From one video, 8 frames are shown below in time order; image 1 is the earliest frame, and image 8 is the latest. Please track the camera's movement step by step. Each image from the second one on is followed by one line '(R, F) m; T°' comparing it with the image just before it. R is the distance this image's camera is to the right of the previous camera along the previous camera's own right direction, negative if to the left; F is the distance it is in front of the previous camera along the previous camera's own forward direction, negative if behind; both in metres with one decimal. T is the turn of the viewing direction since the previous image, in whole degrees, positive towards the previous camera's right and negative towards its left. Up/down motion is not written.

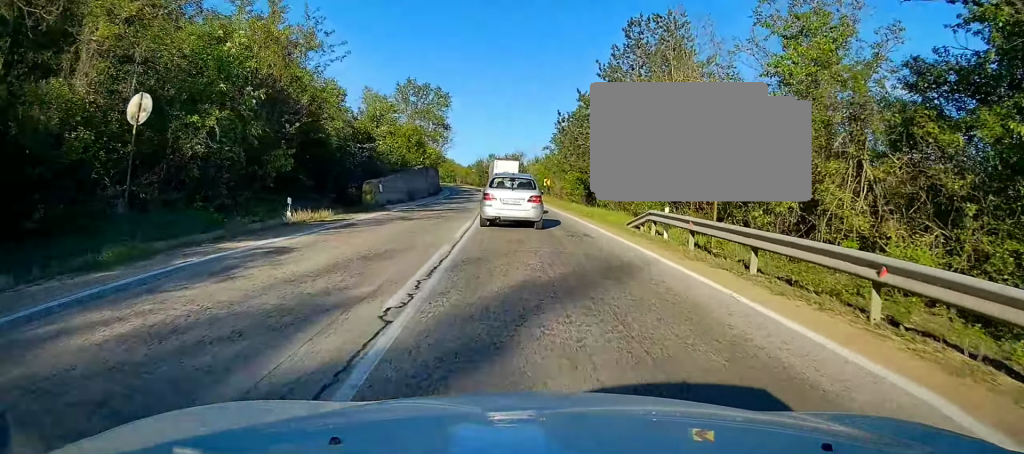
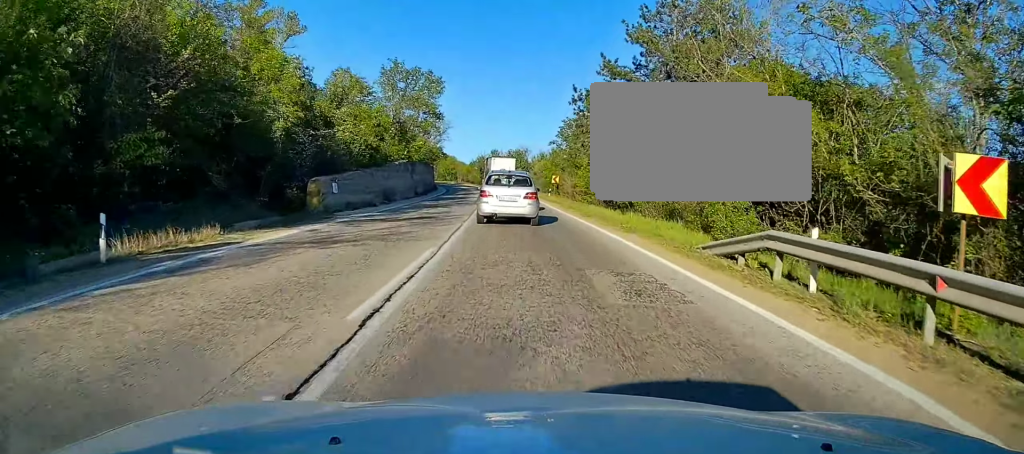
(0.0, +9.0) m; 0°
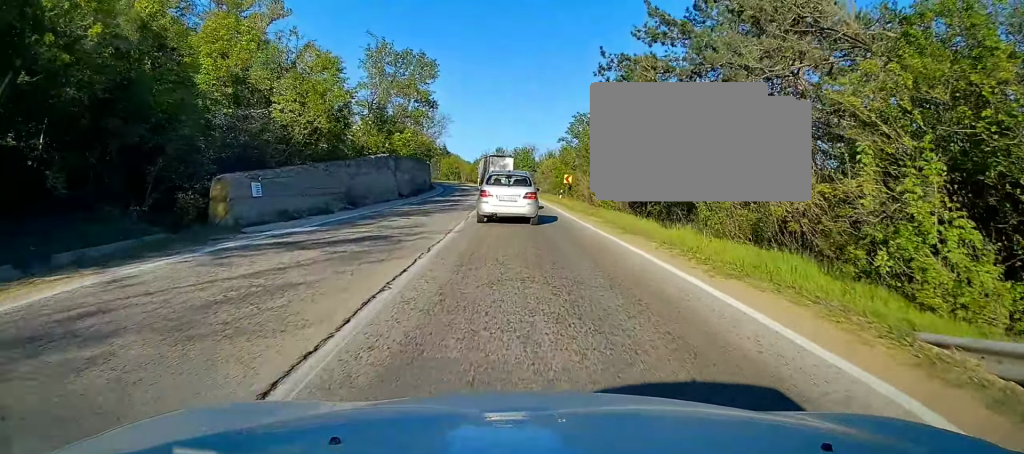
(0.0, +8.2) m; 0°
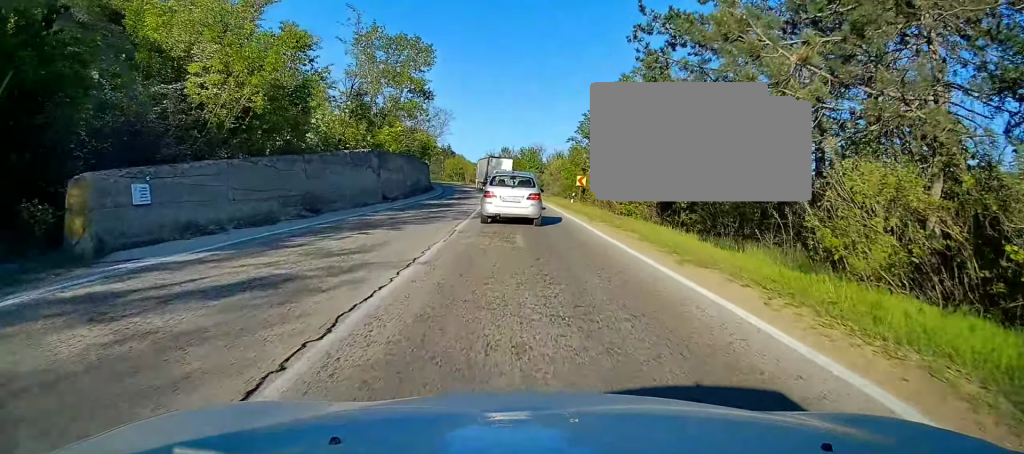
(0.0, +5.9) m; 0°
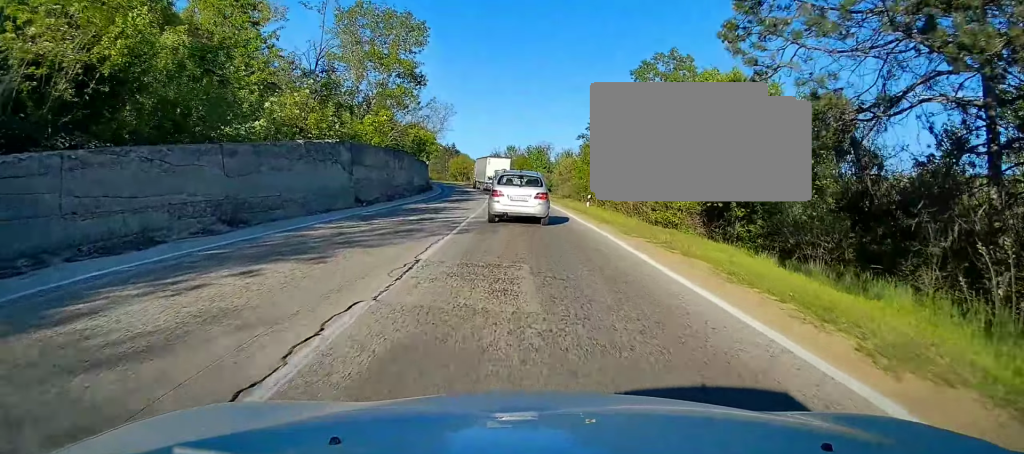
(0.0, +6.5) m; -1°
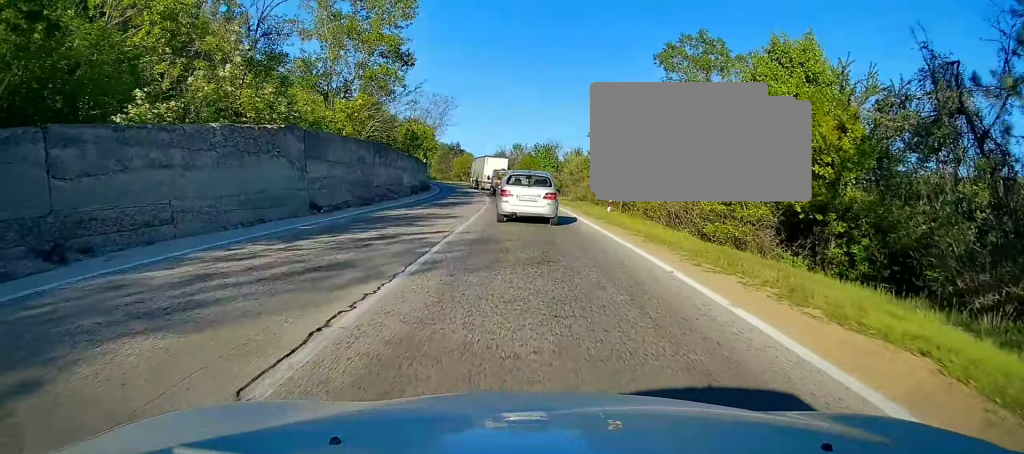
(+0.1, +6.5) m; -1°
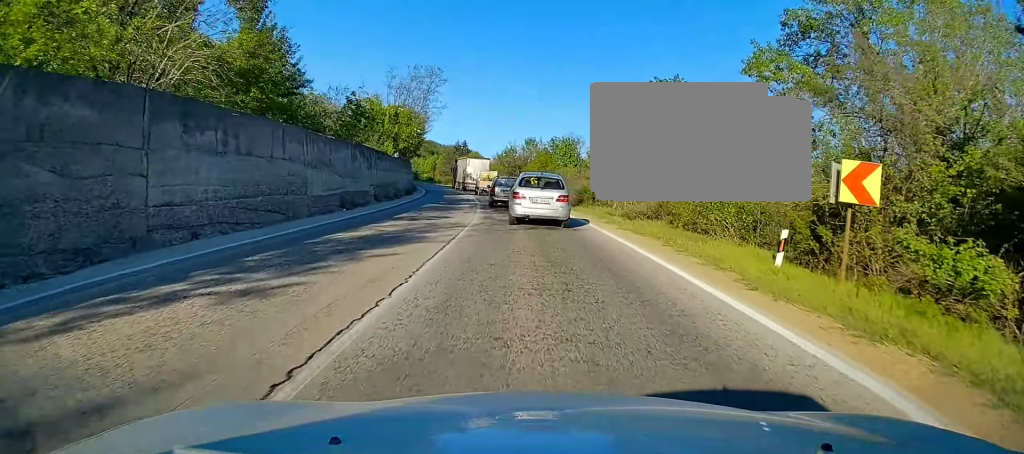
(-0.6, +19.6) m; -3°
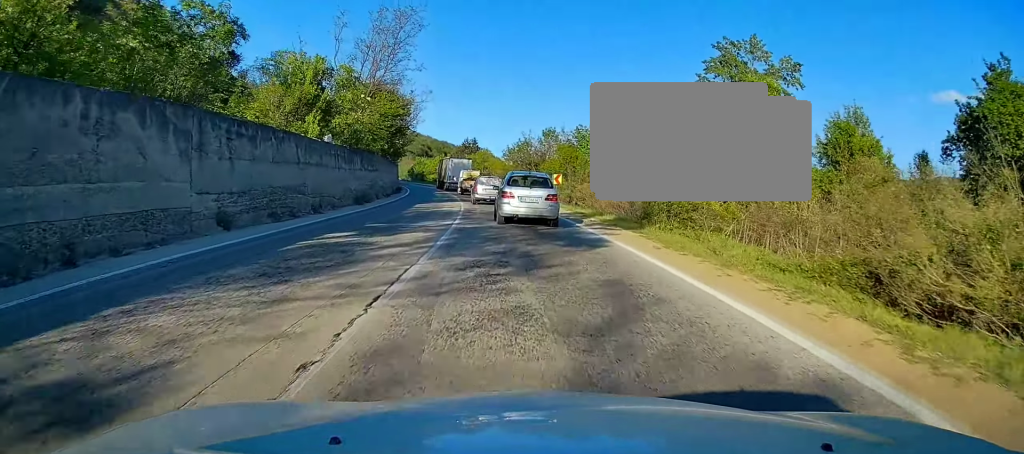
(-0.4, +18.2) m; -1°
